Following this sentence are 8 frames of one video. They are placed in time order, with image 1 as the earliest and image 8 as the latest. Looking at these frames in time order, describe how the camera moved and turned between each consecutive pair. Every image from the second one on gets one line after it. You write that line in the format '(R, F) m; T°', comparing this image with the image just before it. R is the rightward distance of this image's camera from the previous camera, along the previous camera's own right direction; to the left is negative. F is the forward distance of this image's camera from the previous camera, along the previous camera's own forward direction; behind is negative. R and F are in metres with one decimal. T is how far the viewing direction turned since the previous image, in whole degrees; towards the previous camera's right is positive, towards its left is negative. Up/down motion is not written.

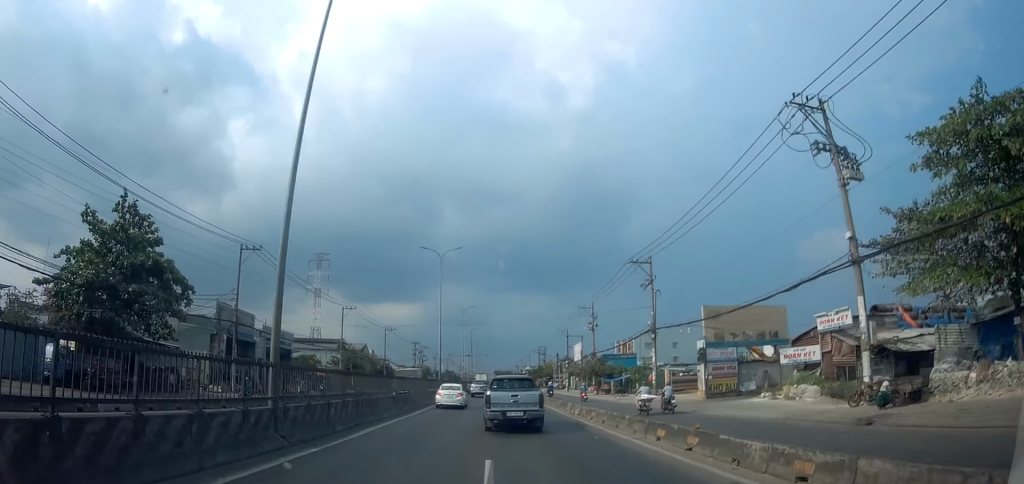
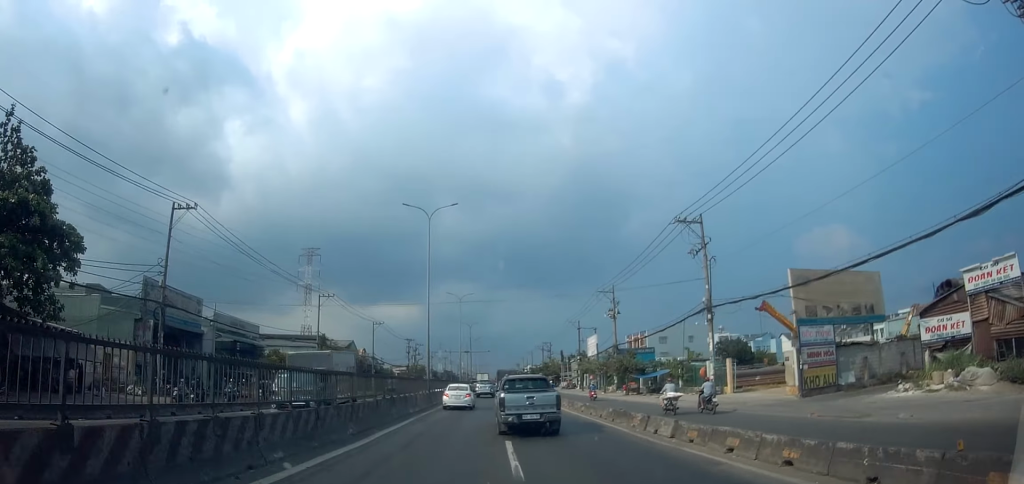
(+0.7, +11.0) m; 0°
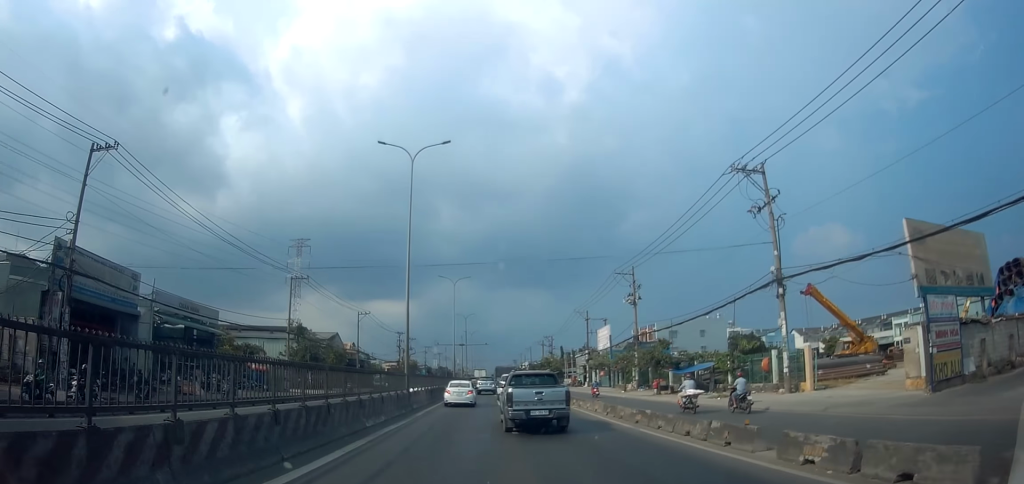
(-0.6, +8.7) m; 0°
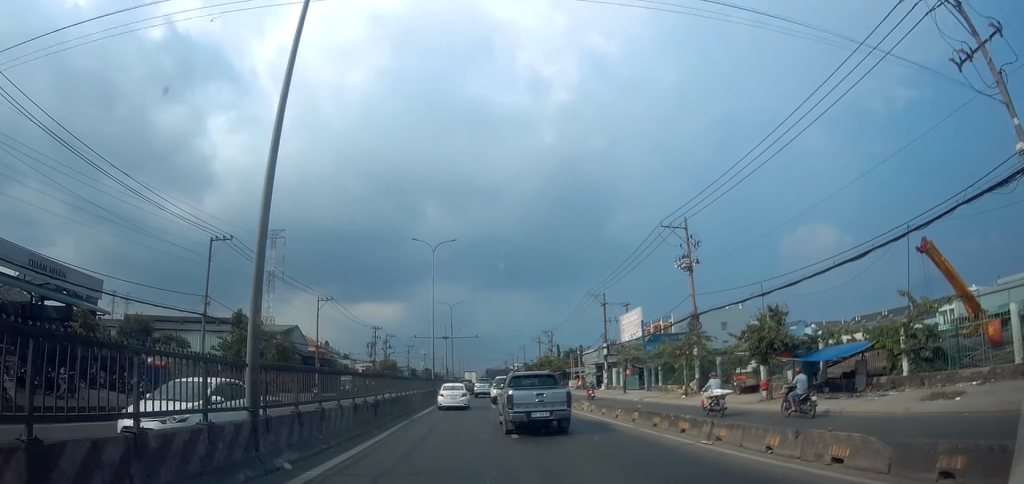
(+0.5, +15.9) m; +1°
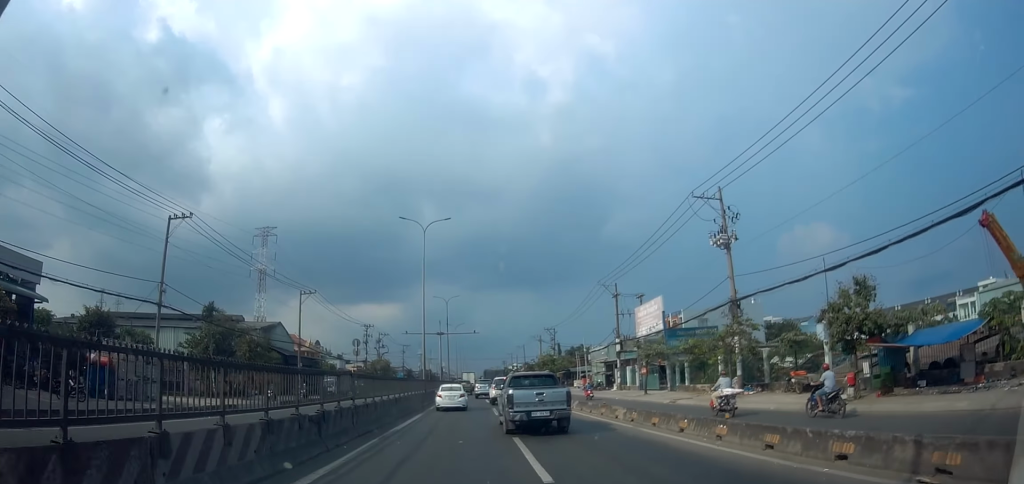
(-0.1, +6.1) m; 0°
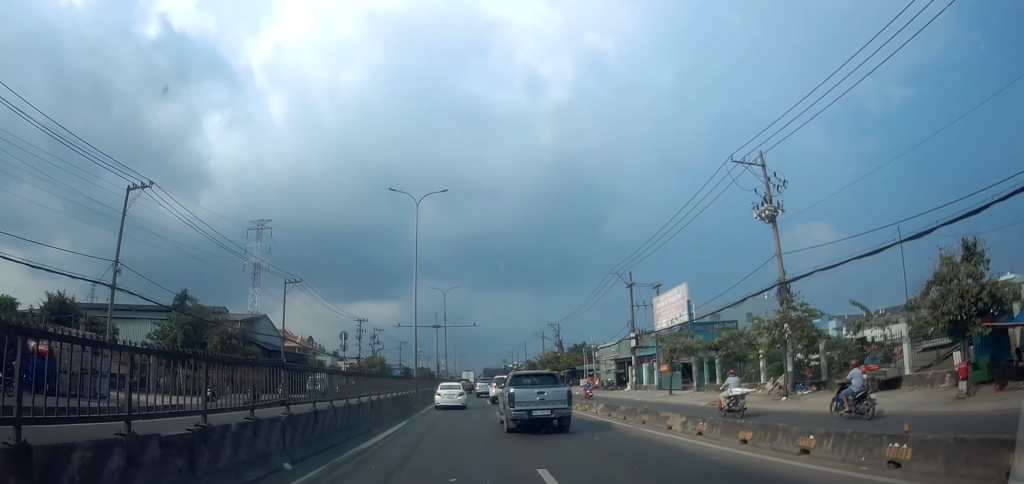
(-0.4, +5.2) m; 0°
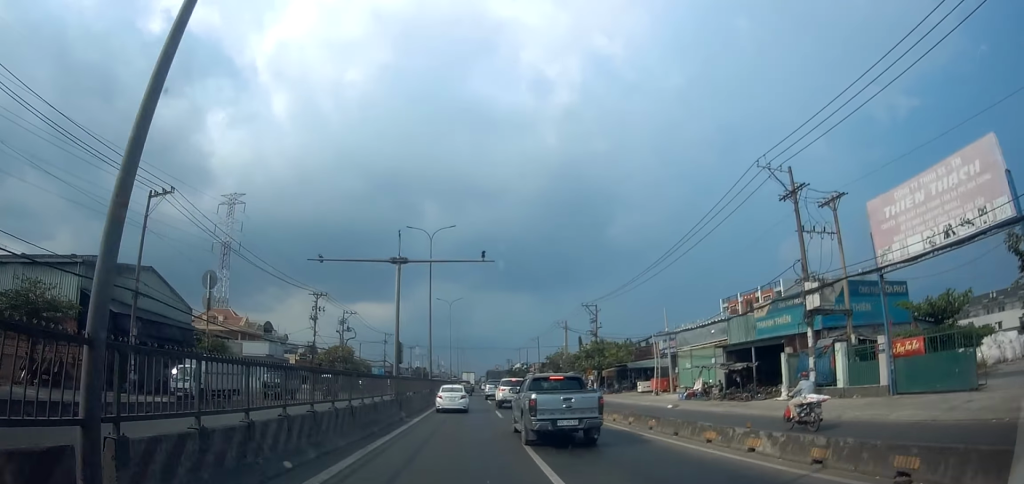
(-0.1, +26.8) m; -1°
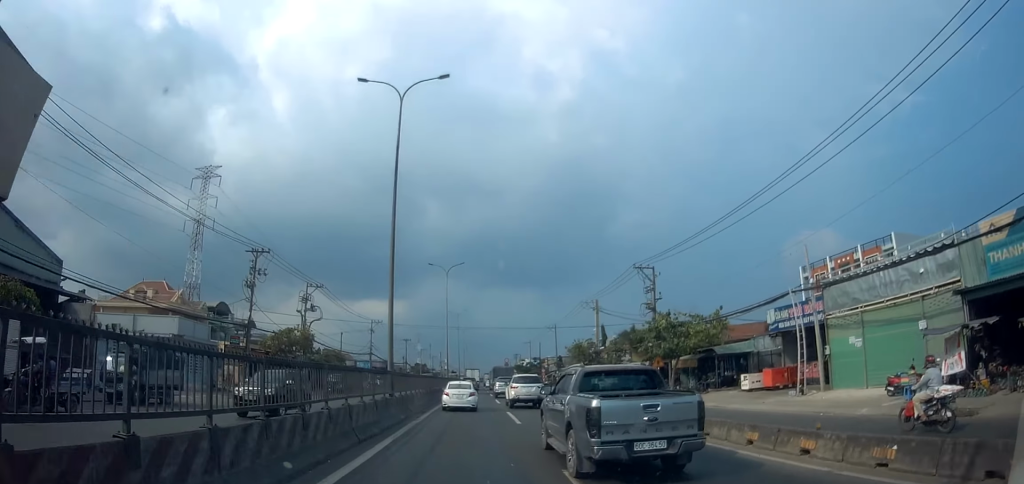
(+0.4, +19.8) m; 0°
